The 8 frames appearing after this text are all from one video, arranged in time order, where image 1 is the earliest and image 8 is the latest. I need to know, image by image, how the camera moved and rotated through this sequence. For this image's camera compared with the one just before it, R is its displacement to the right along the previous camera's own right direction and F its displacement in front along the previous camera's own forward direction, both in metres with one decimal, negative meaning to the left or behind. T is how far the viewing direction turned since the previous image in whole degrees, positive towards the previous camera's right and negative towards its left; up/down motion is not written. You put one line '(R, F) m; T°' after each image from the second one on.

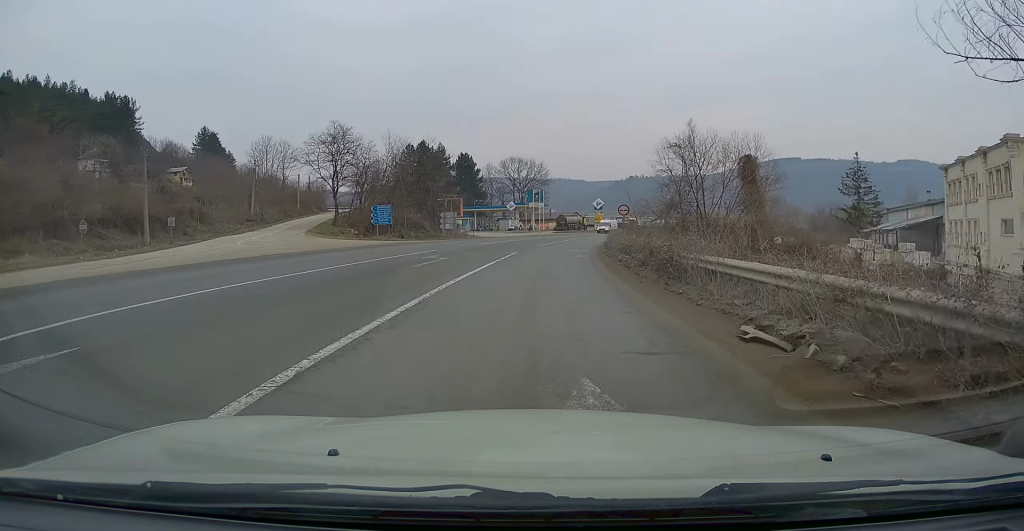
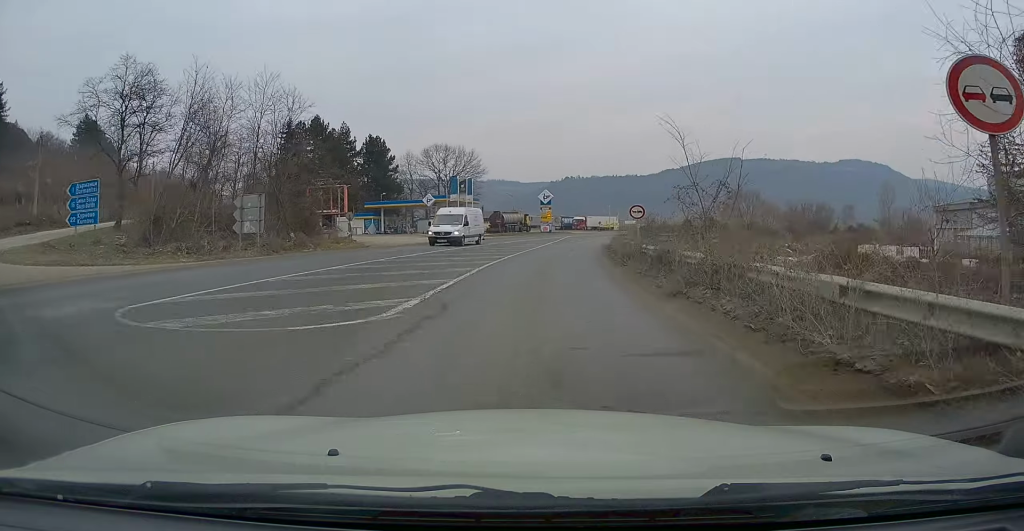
(+1.7, +31.9) m; +6°
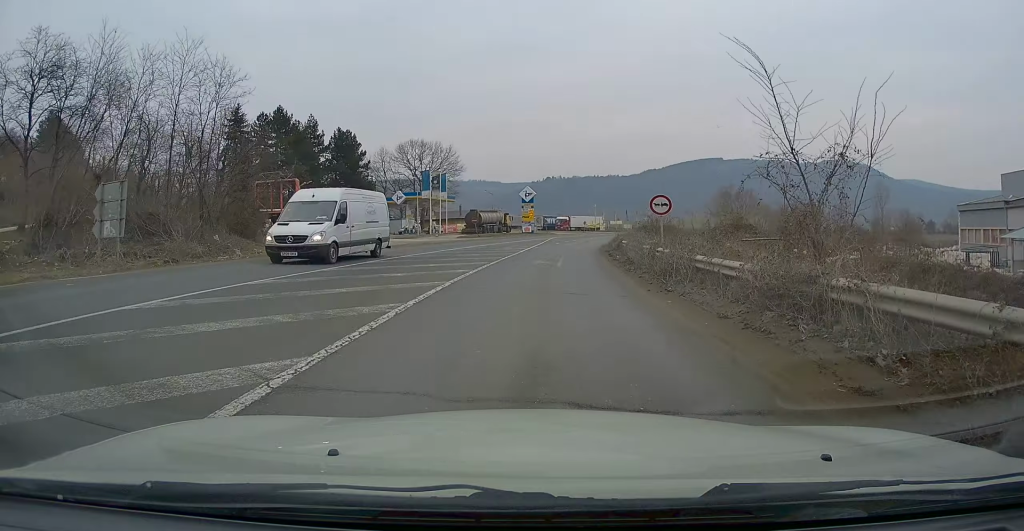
(-0.1, +8.4) m; +2°
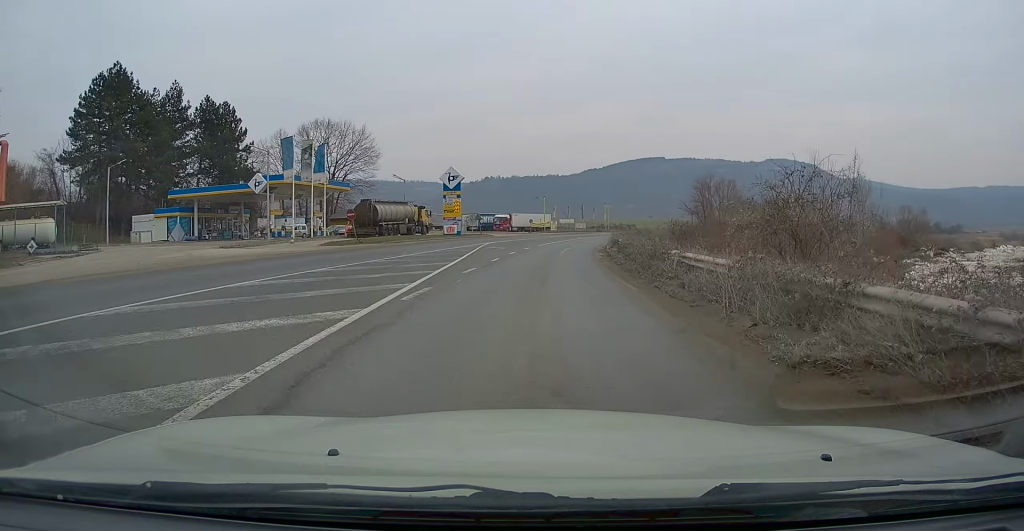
(+1.5, +27.8) m; +5°
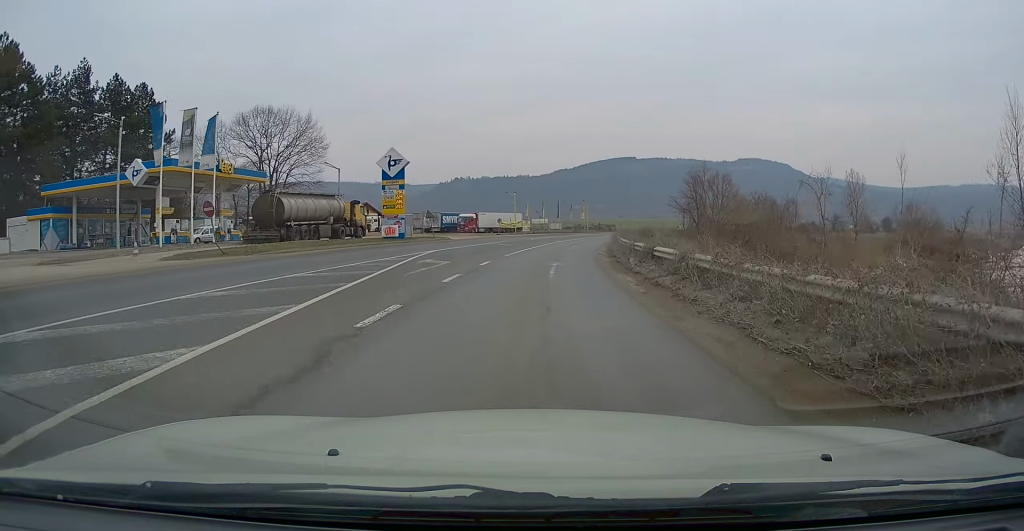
(+0.4, +14.5) m; +3°
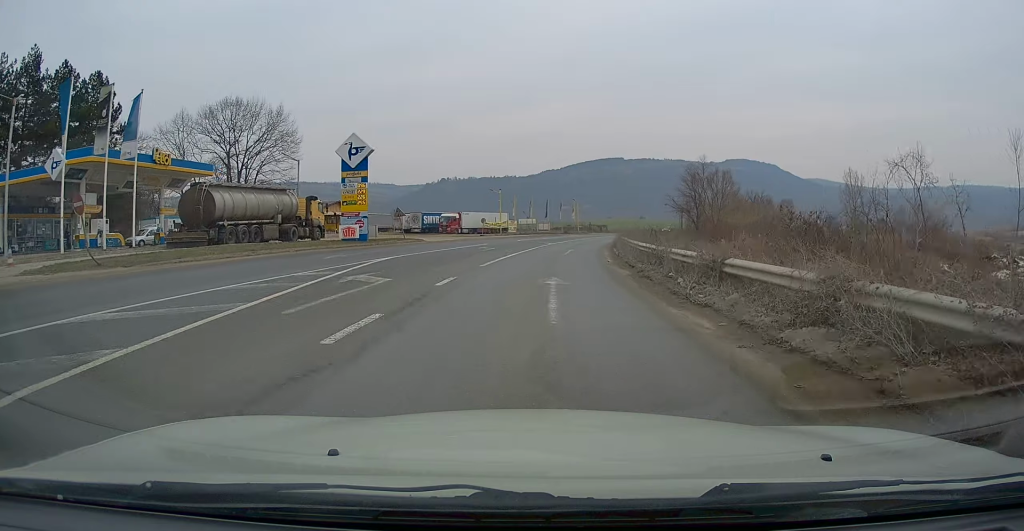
(+0.1, +7.1) m; +1°
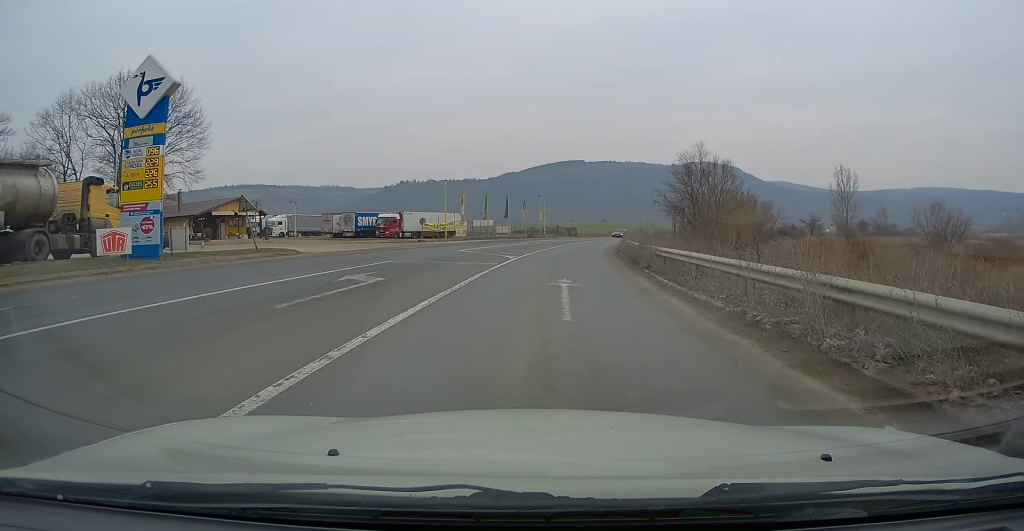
(+0.5, +18.9) m; +3°
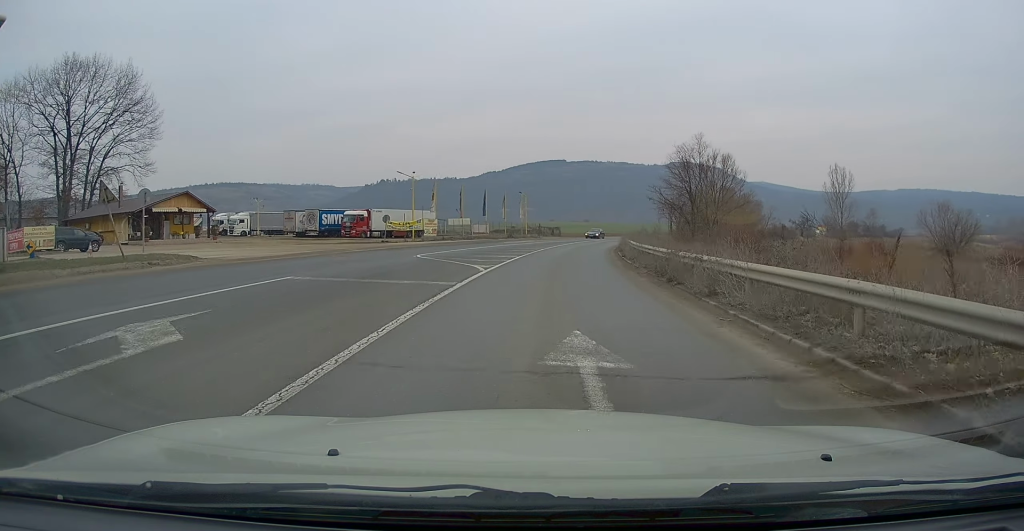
(0.0, +7.7) m; +1°
